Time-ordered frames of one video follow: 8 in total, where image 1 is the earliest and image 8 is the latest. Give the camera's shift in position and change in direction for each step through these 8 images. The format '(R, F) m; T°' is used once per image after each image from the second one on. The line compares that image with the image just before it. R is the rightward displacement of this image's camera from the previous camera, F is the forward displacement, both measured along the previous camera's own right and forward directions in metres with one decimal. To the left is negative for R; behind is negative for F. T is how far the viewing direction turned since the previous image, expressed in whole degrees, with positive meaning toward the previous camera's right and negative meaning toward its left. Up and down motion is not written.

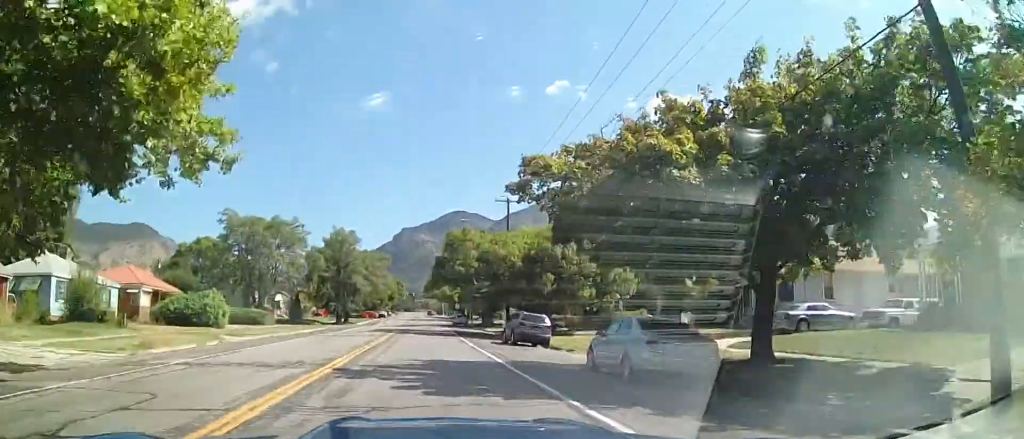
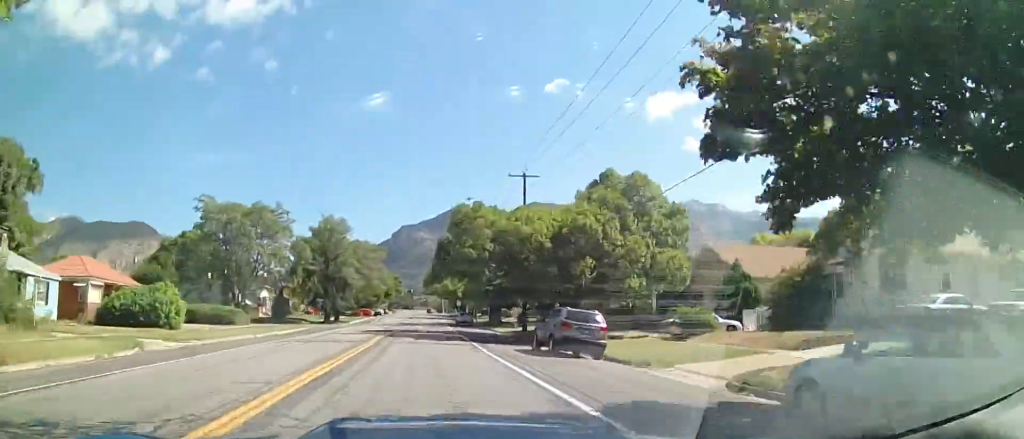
(-0.1, +6.3) m; -1°
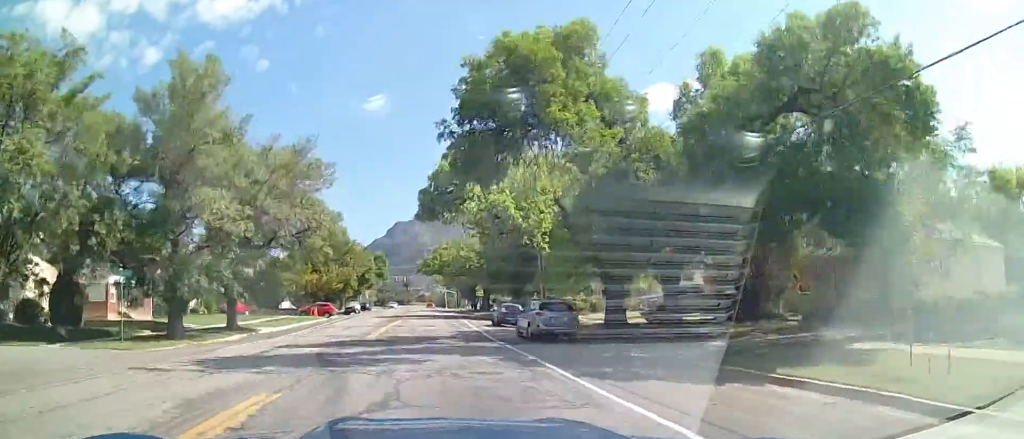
(-0.9, +31.3) m; -3°
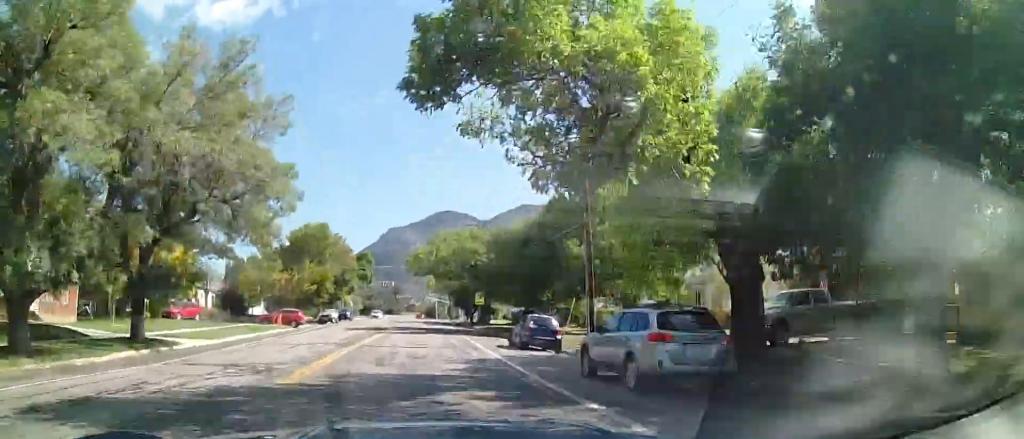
(0.0, +9.6) m; 0°
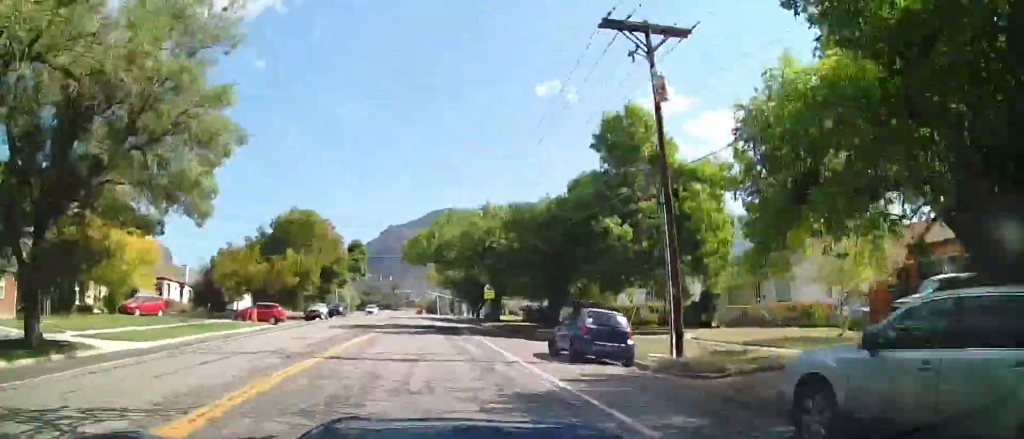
(0.0, +7.0) m; 0°
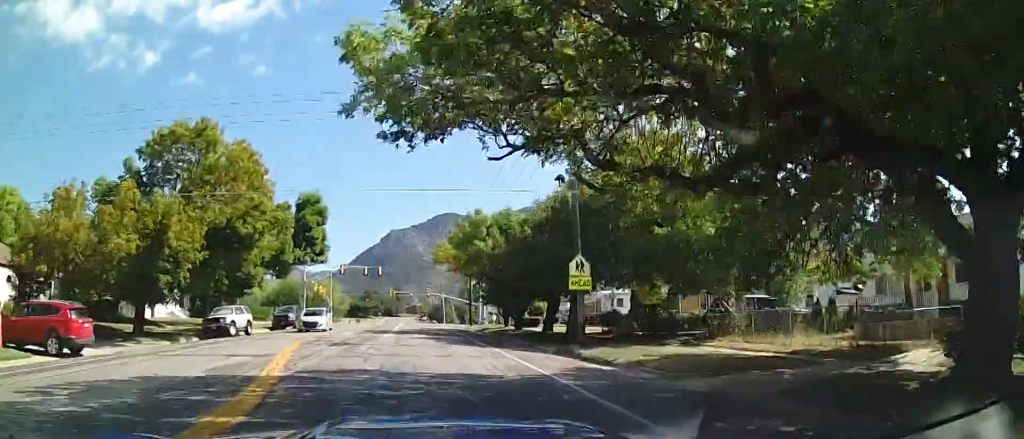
(+0.3, +28.7) m; +1°
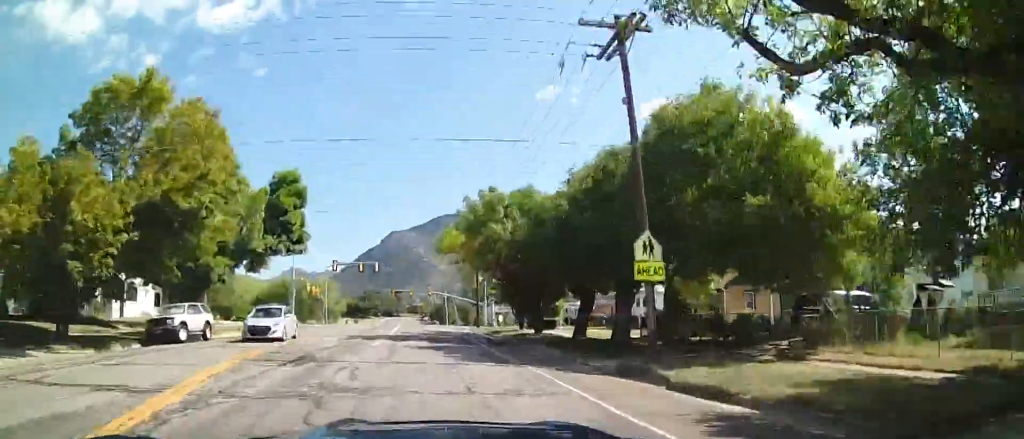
(0.0, +7.5) m; 0°
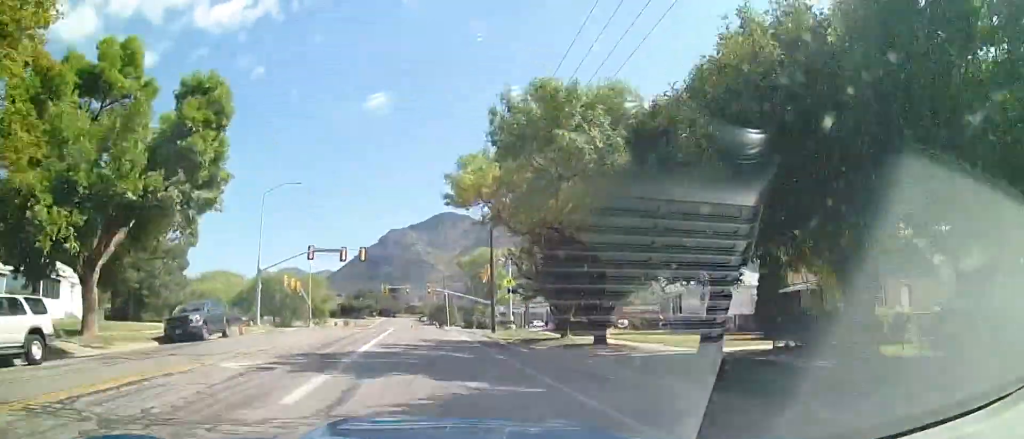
(0.0, +15.4) m; 0°
